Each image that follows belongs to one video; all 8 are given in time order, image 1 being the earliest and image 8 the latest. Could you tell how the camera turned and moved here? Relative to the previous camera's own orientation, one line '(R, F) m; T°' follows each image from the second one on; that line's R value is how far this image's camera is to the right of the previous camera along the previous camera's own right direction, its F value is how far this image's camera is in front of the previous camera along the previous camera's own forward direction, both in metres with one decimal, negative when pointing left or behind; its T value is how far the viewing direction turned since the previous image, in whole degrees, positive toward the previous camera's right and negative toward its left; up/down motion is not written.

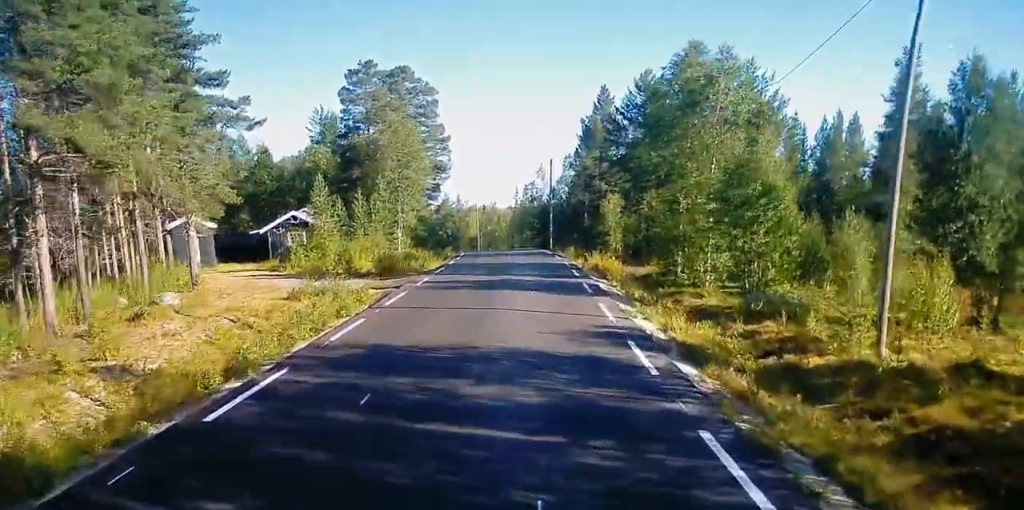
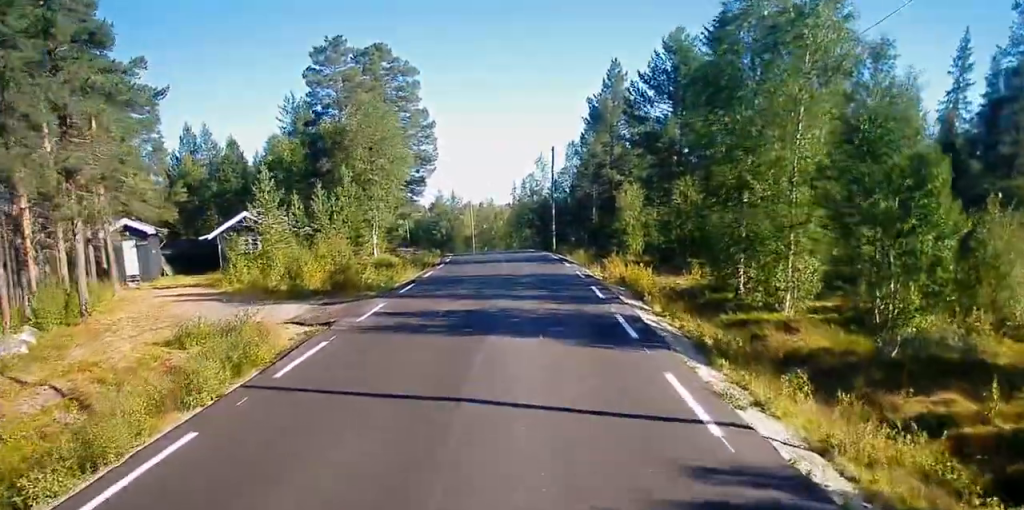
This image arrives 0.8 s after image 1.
(+0.1, +9.5) m; +1°
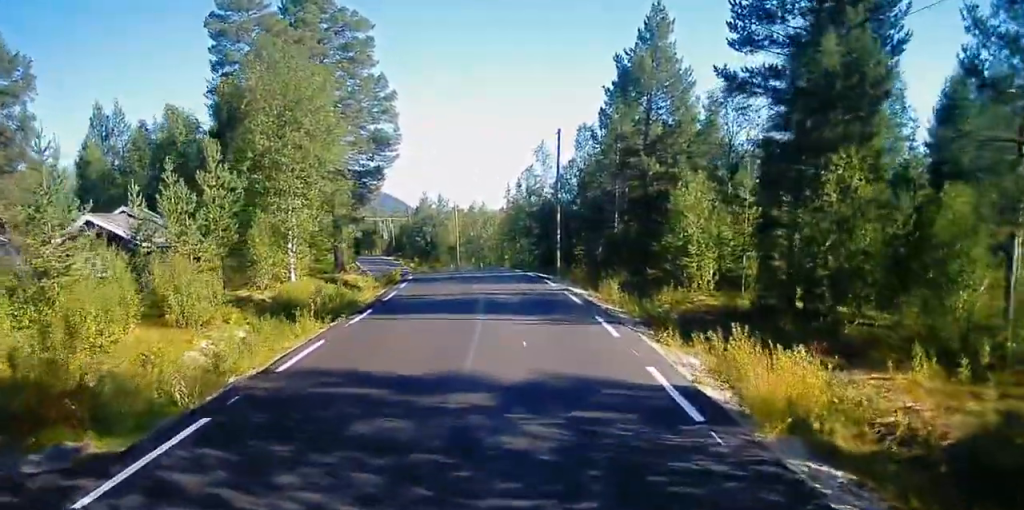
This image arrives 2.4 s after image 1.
(0.0, +17.5) m; -1°
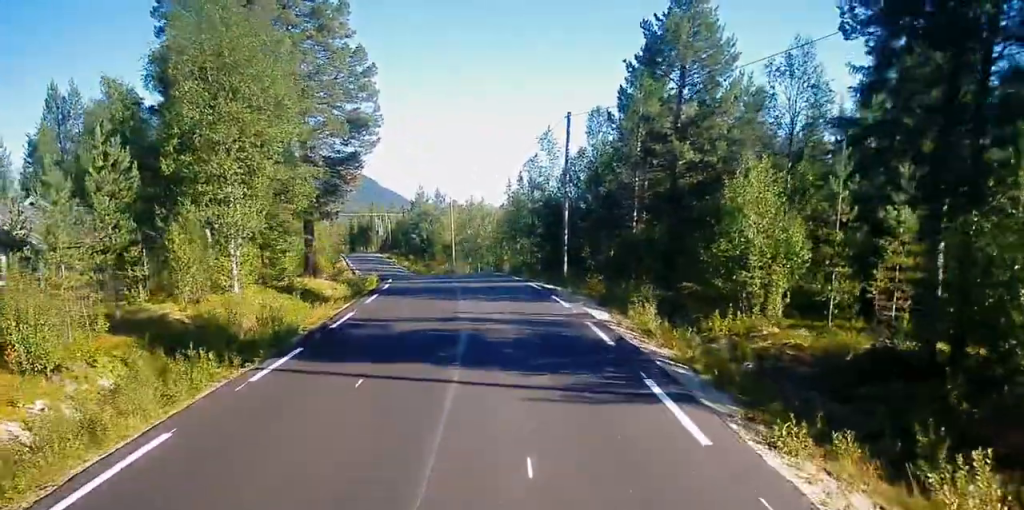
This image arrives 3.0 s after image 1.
(0.0, +6.9) m; -1°
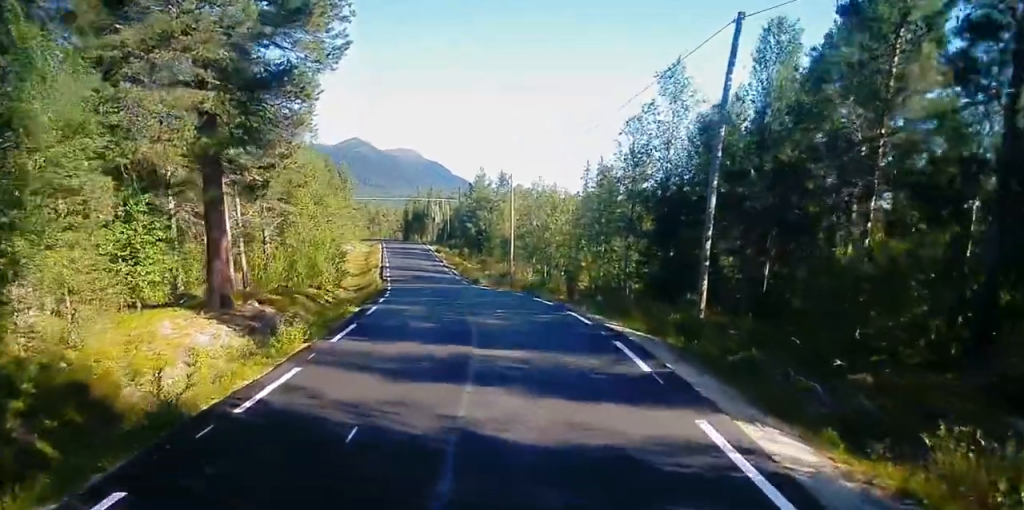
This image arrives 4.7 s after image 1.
(-0.8, +20.3) m; -4°
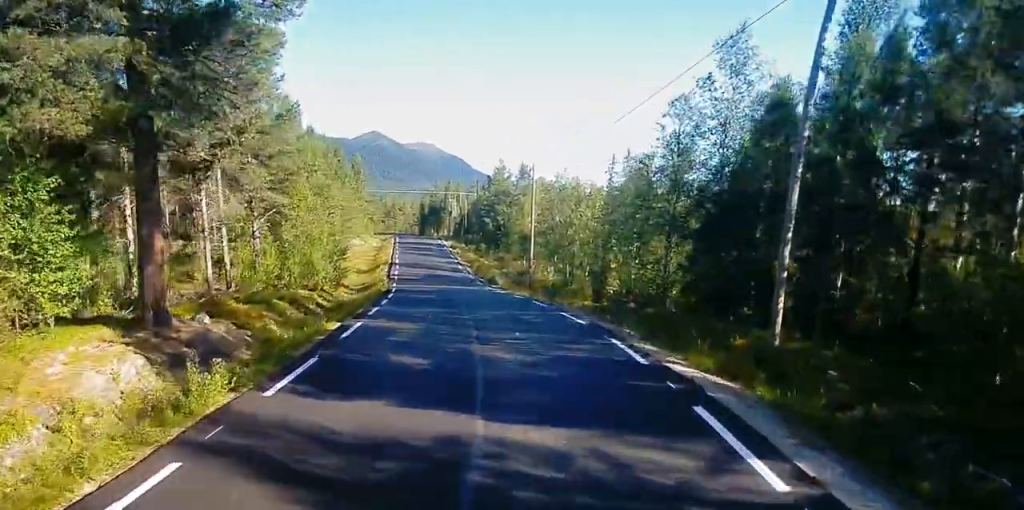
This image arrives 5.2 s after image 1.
(-0.1, +5.3) m; -1°
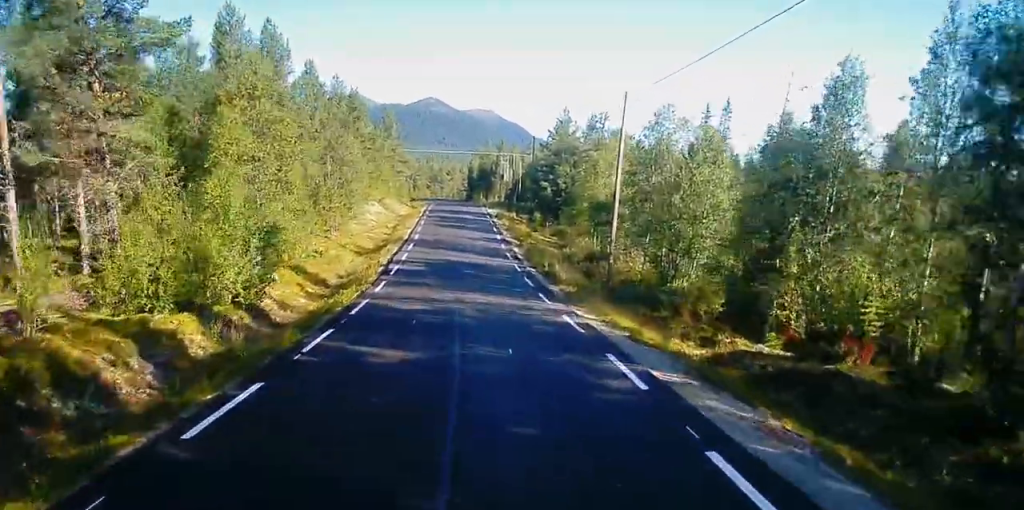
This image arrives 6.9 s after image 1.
(-0.8, +20.1) m; -4°
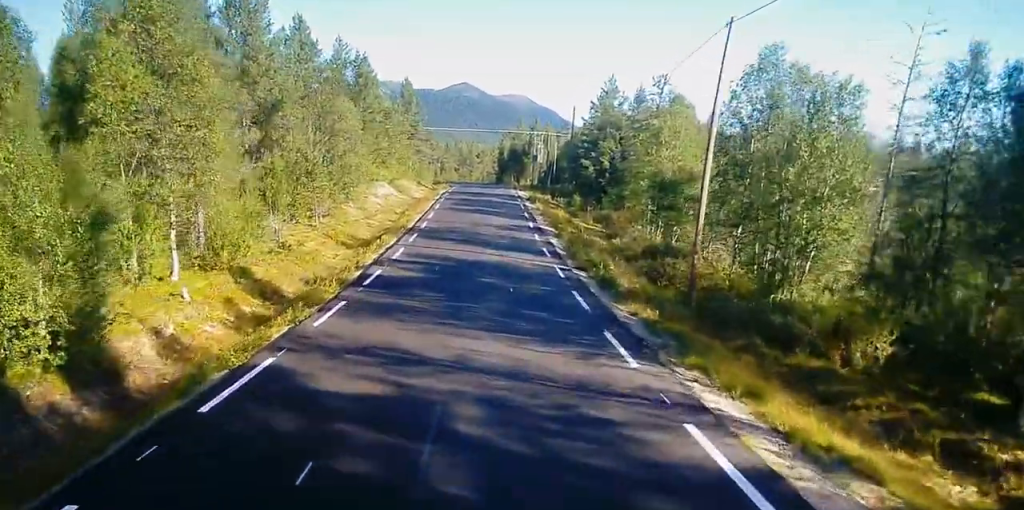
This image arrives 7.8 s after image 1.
(-0.2, +11.2) m; -2°
